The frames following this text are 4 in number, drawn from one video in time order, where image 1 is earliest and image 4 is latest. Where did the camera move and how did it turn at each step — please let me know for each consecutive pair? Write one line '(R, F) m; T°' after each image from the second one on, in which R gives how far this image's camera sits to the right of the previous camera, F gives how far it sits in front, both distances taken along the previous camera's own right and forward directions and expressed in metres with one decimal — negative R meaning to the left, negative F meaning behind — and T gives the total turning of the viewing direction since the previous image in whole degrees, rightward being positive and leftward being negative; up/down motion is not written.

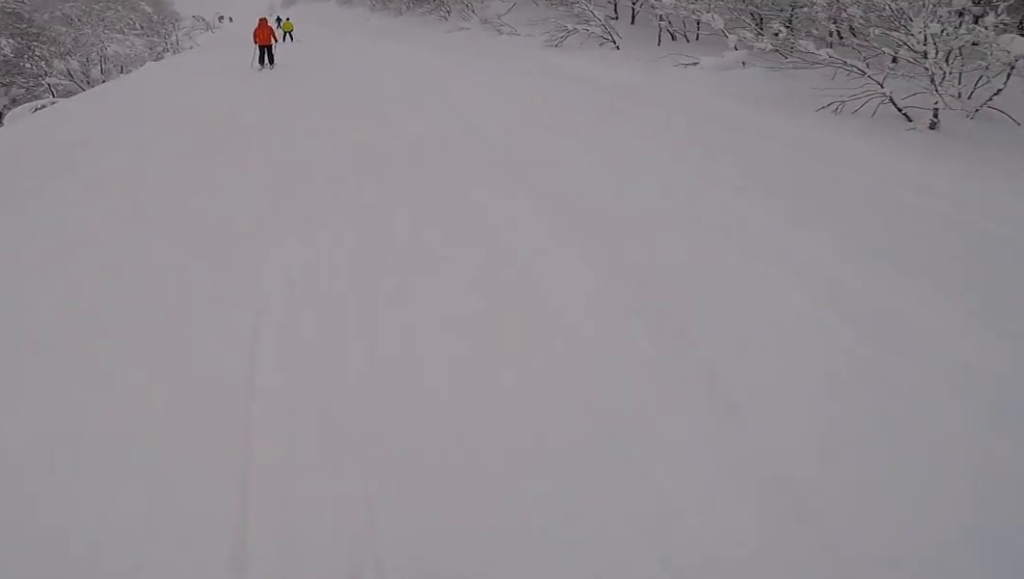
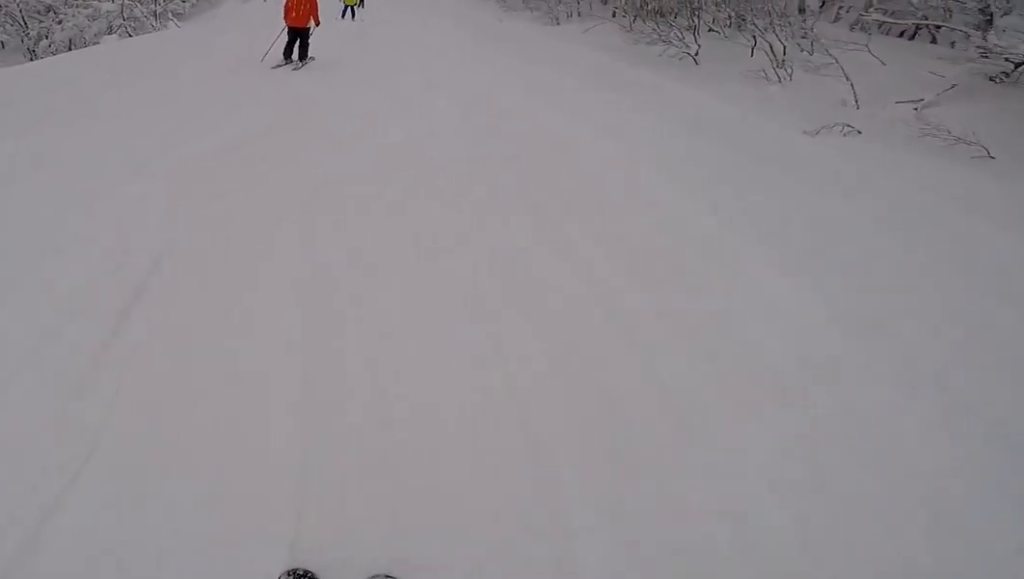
(+0.5, +21.5) m; 0°
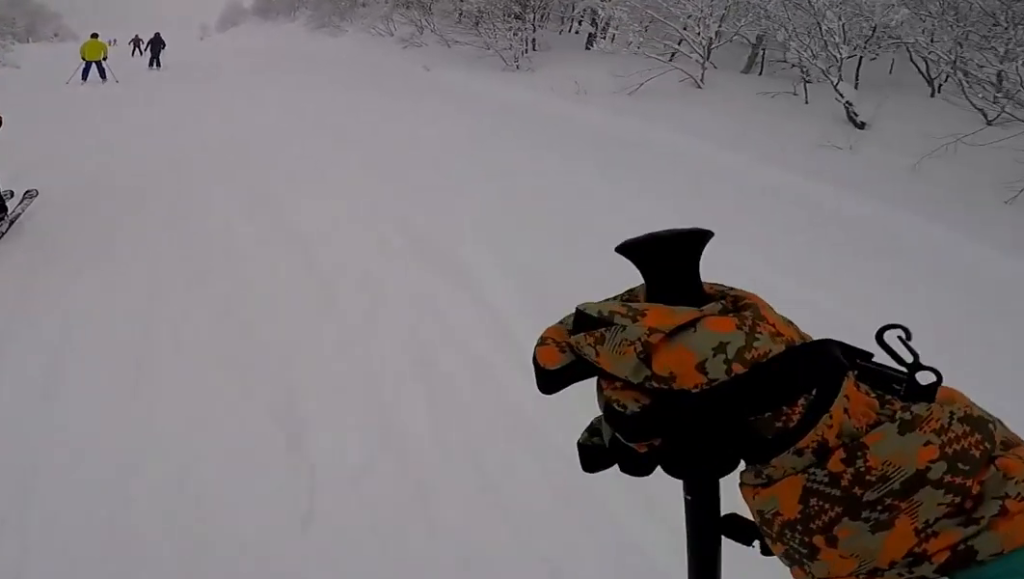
(-0.4, +16.7) m; 0°
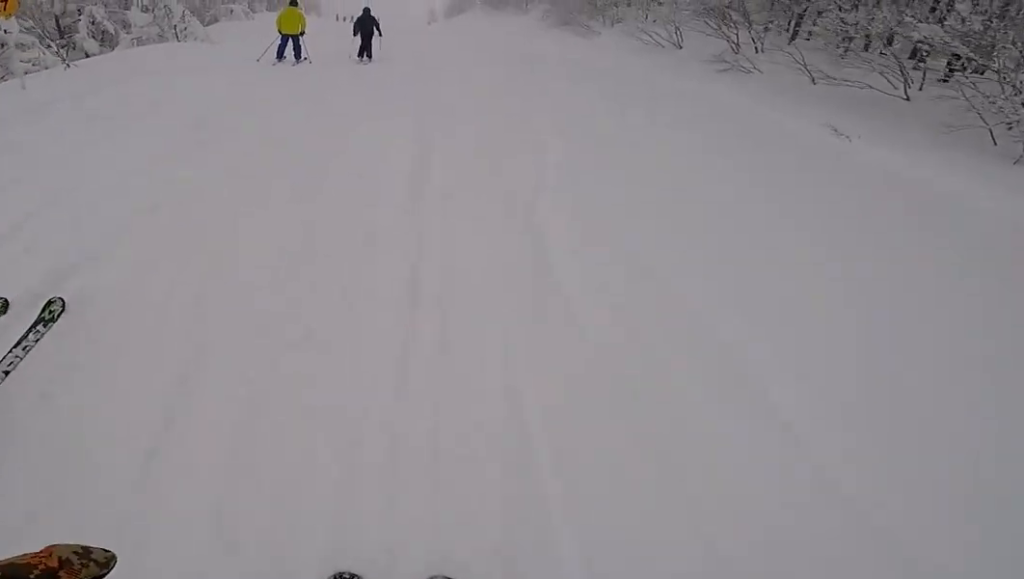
(+0.2, +8.7) m; +2°
